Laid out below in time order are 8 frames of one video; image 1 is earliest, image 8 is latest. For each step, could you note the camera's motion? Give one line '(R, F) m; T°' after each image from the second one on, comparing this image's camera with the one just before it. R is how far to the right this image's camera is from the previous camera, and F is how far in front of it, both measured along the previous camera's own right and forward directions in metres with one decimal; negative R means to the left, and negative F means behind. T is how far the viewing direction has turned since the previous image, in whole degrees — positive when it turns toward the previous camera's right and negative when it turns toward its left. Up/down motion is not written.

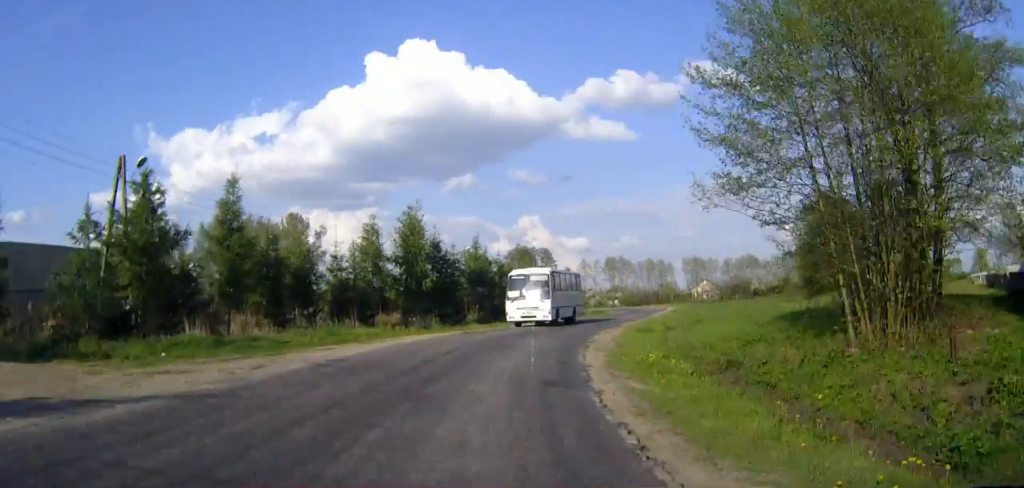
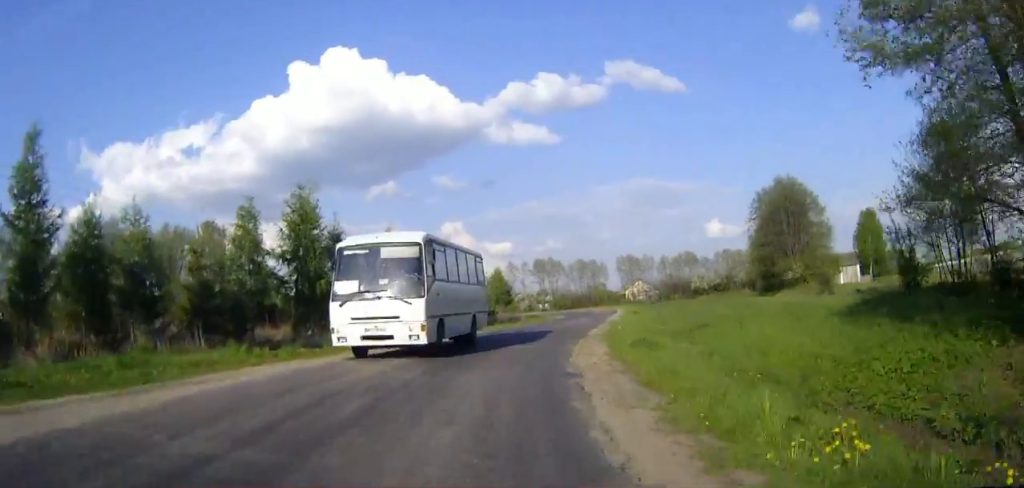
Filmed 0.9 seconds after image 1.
(+0.7, +11.3) m; +6°
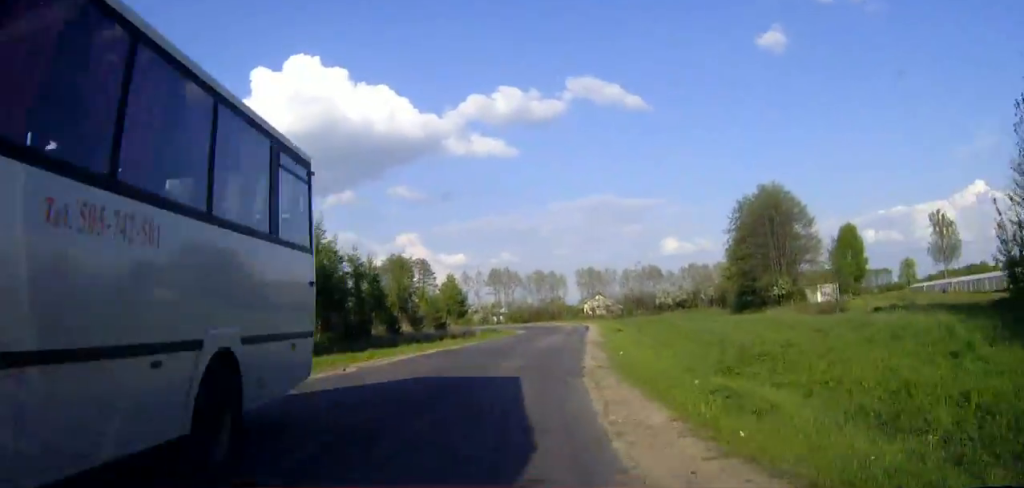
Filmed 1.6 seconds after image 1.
(+0.5, +9.7) m; +4°
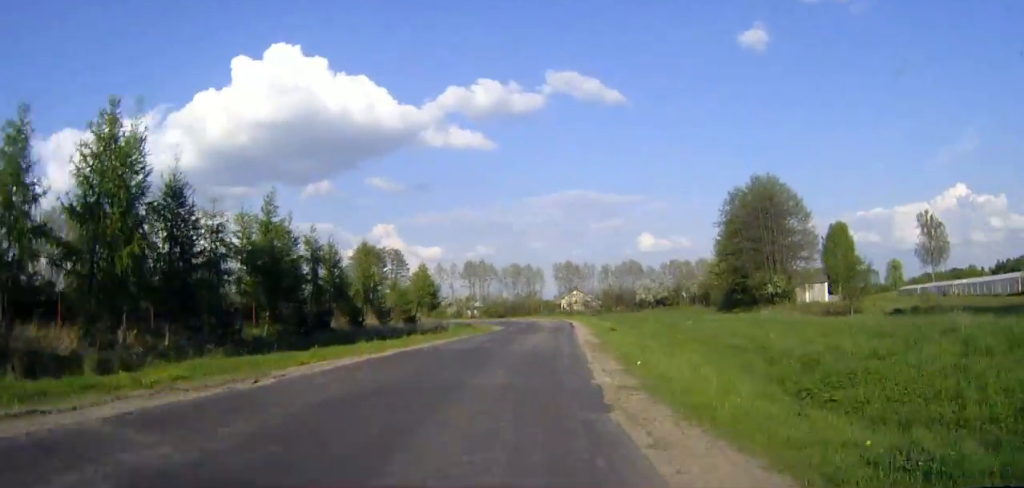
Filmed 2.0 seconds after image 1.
(+0.1, +5.7) m; +2°
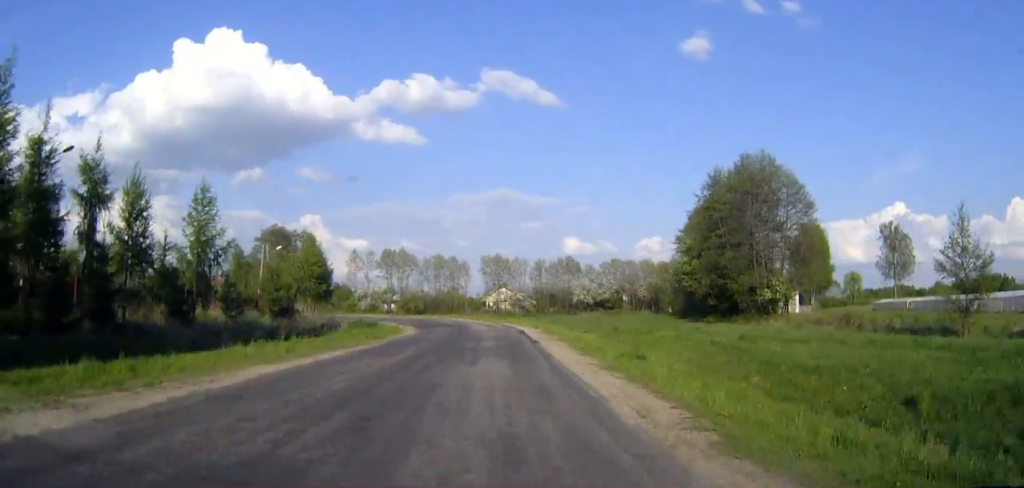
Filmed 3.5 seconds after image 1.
(+1.2, +19.3) m; +6°
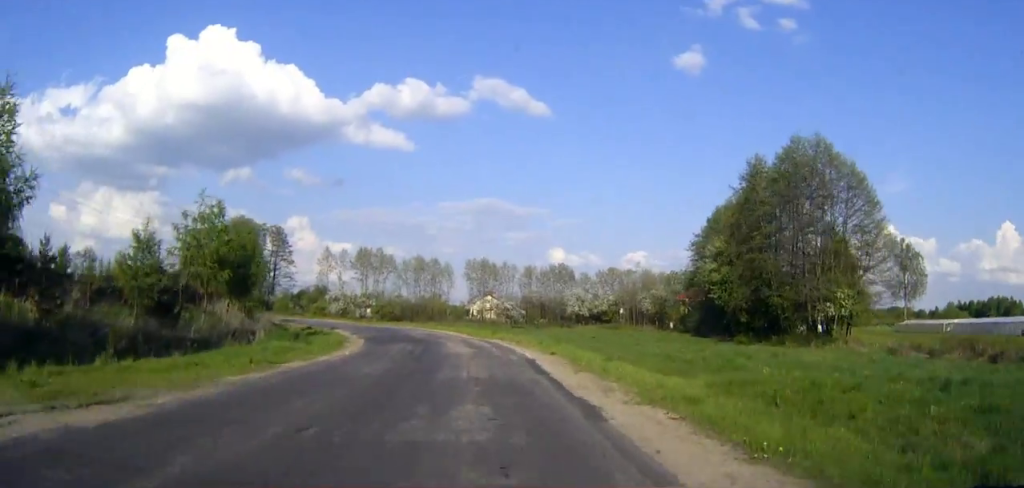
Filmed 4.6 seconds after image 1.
(+0.5, +15.0) m; +2°
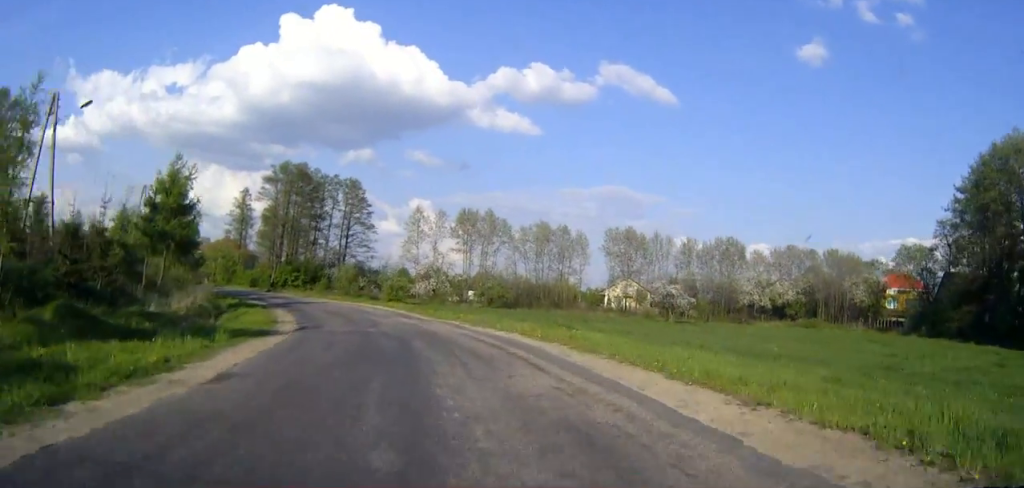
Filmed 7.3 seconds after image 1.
(-1.2, +38.2) m; -7°
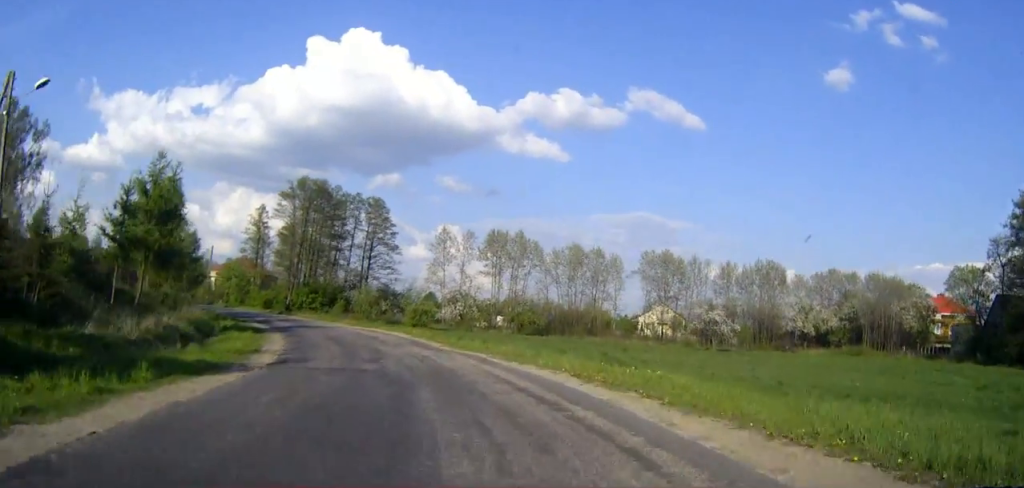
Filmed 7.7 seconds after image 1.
(0.0, +5.6) m; -2°
